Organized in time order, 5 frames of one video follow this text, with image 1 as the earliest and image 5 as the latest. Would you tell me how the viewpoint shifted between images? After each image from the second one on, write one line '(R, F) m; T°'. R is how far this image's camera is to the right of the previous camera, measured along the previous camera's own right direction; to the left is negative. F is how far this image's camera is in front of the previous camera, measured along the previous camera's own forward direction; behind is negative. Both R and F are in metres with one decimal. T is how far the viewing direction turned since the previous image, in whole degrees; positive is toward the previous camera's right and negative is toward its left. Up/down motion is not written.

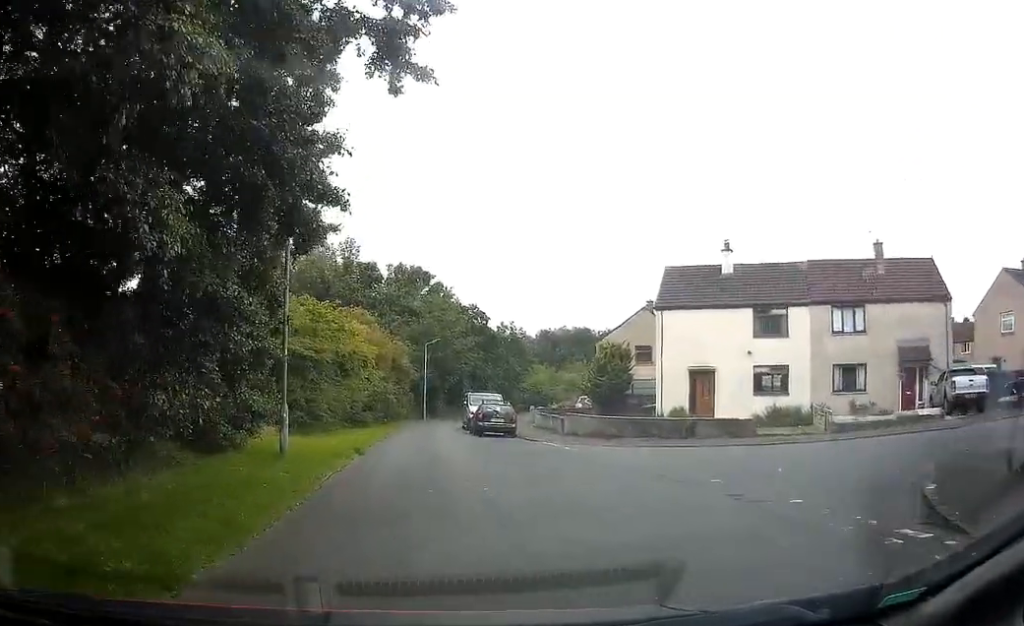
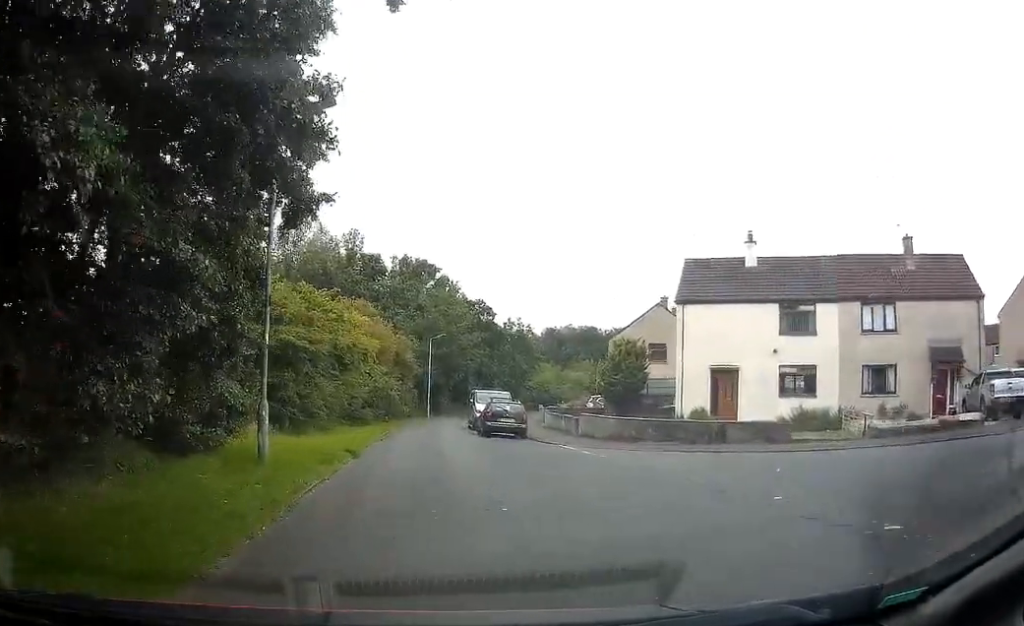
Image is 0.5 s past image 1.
(-0.1, +2.2) m; 0°
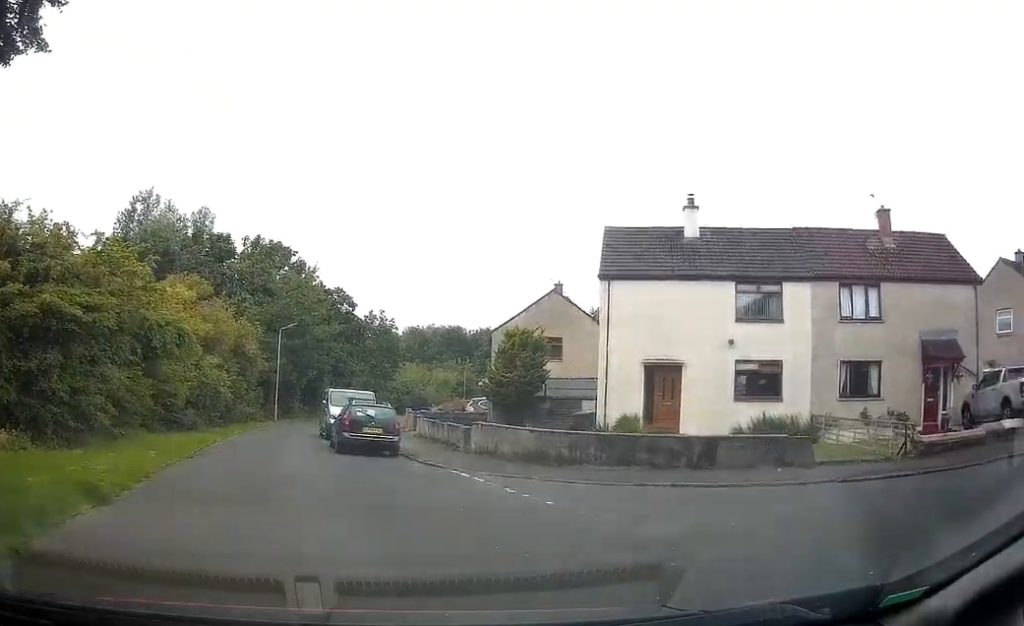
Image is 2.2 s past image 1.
(+0.5, +7.6) m; +14°
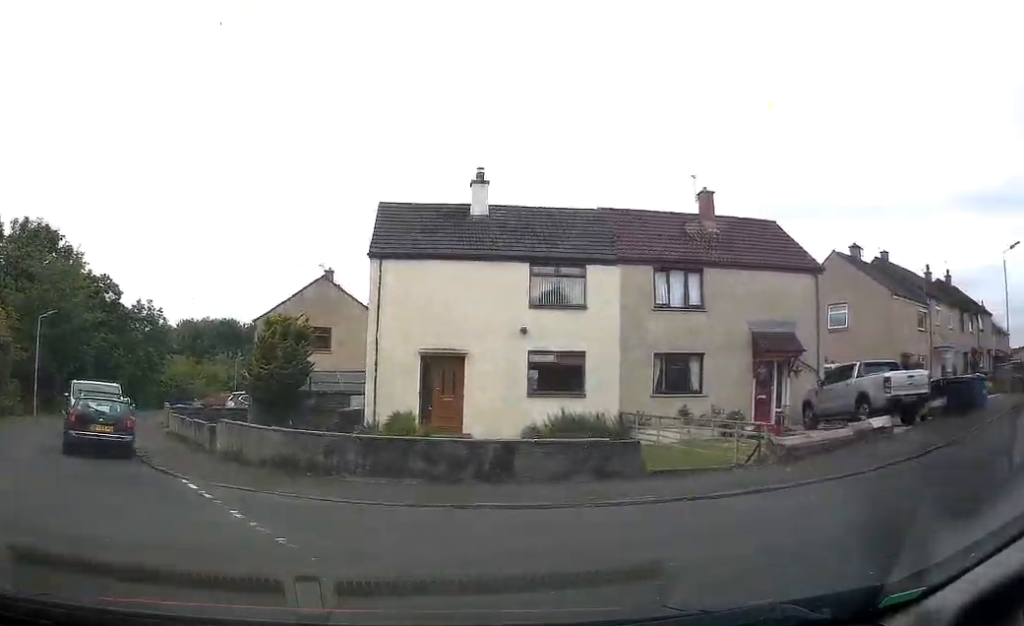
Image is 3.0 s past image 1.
(+0.2, +2.9) m; +15°
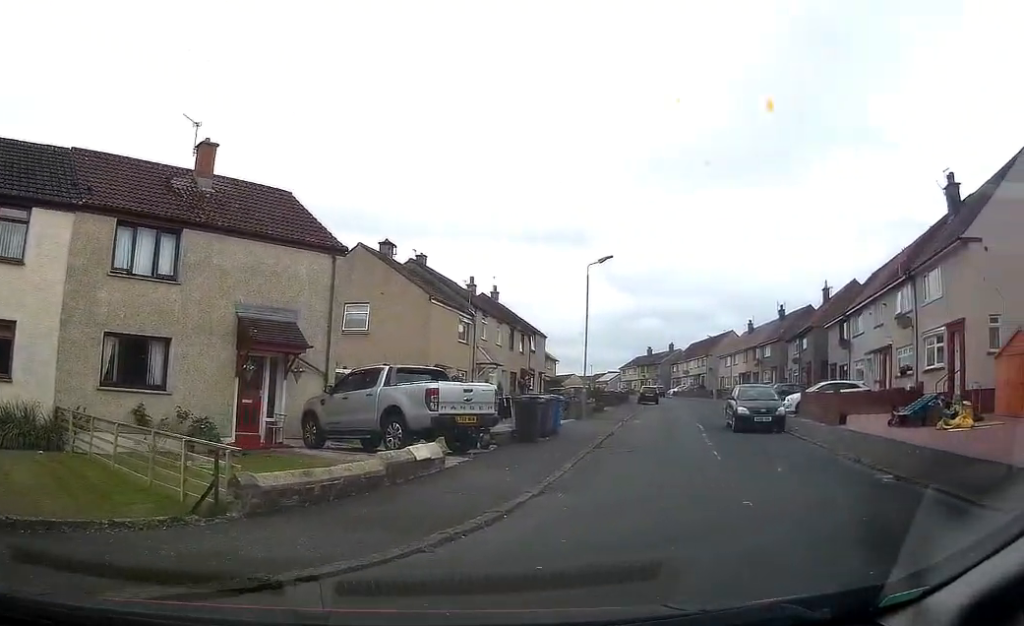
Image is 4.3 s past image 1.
(+1.8, +4.9) m; +36°
